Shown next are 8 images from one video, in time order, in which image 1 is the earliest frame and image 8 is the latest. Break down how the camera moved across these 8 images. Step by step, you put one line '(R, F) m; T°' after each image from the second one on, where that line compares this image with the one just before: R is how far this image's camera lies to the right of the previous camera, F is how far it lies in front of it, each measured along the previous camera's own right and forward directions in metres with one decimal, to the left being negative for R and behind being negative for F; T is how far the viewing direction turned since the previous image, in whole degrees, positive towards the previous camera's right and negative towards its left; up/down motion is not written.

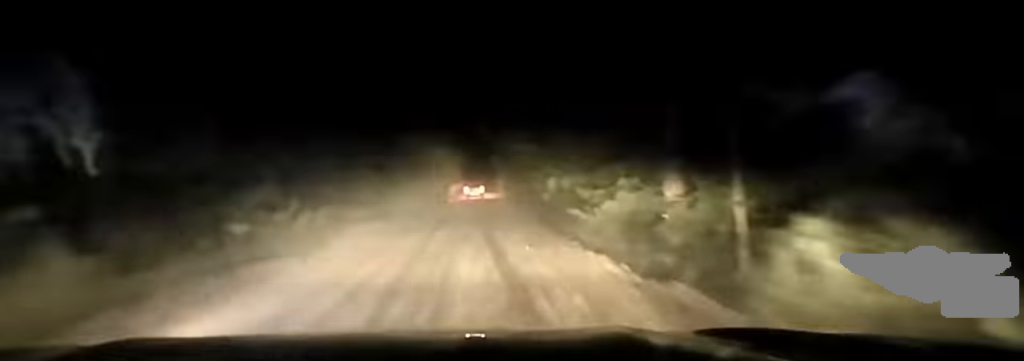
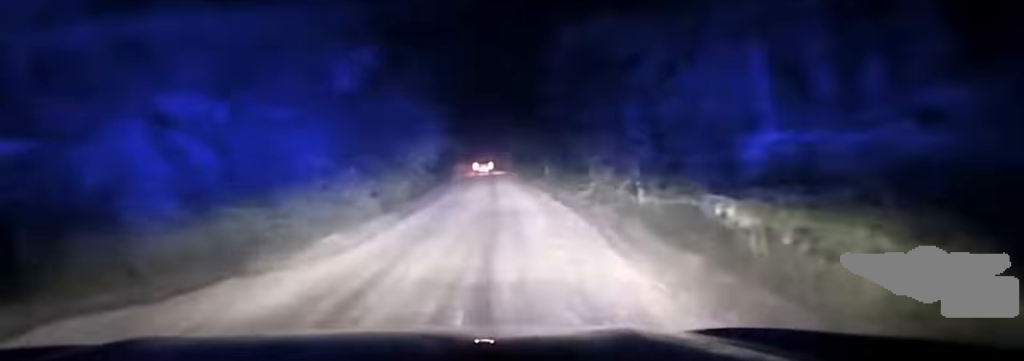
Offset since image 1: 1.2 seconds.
(+0.9, +29.3) m; -1°
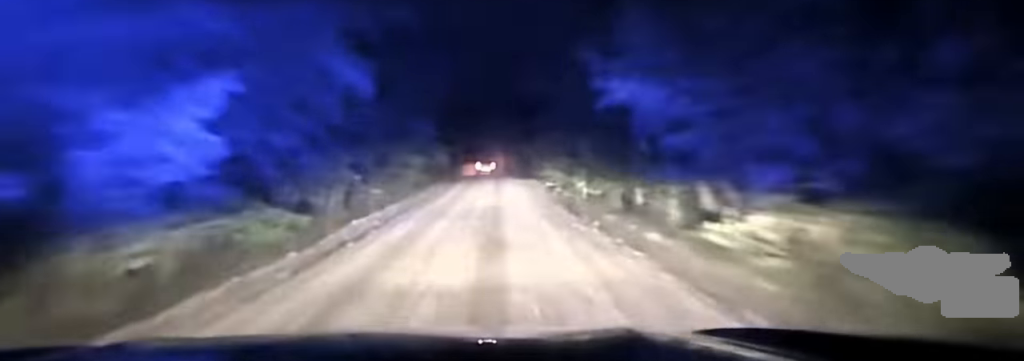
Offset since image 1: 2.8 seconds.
(-1.0, +41.7) m; -1°
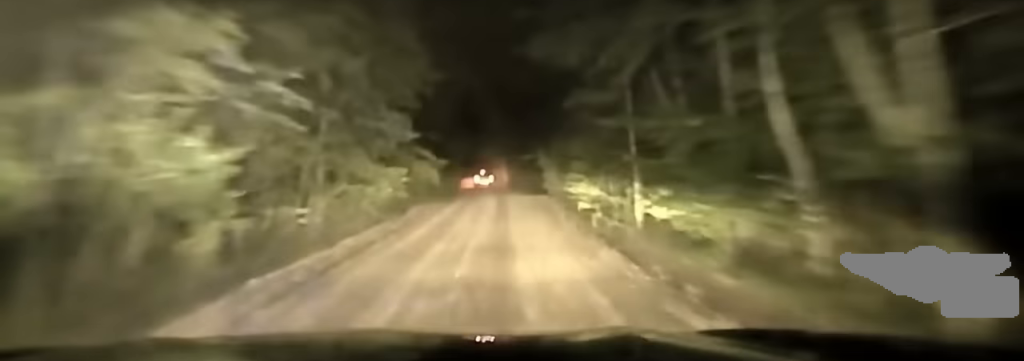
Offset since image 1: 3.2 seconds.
(+0.1, +12.2) m; 0°
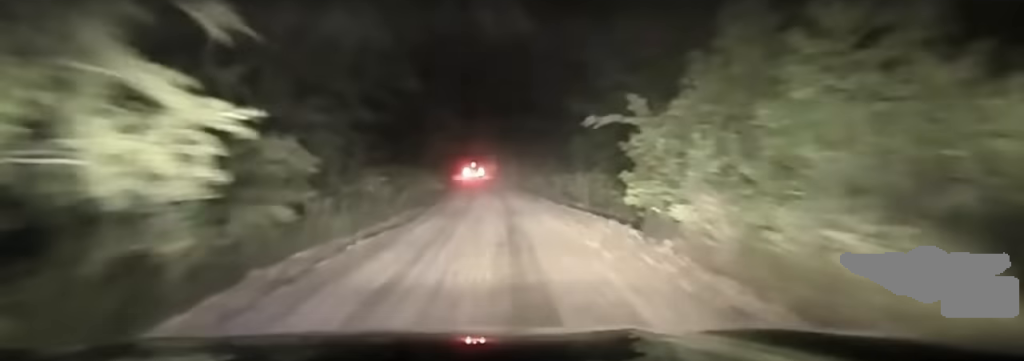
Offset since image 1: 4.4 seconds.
(-0.1, +30.8) m; 0°
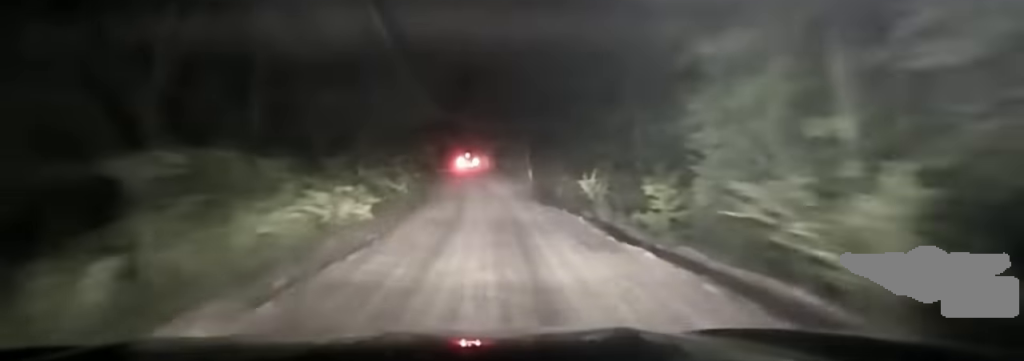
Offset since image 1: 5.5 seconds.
(-0.1, +28.6) m; -1°
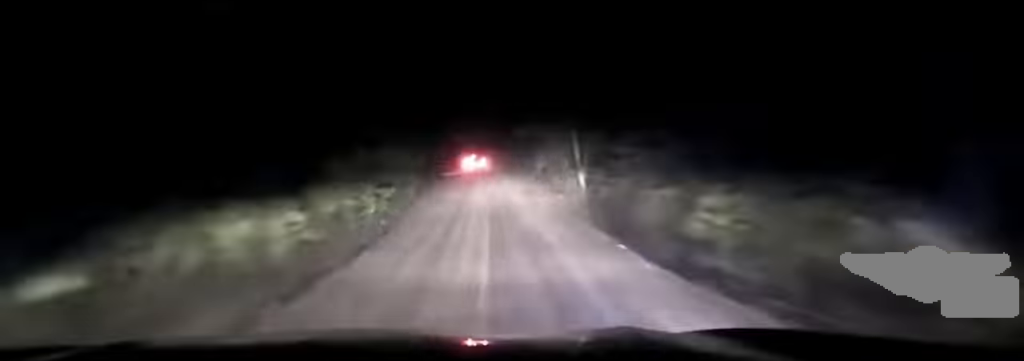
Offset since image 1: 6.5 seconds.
(-0.4, +24.4) m; -1°
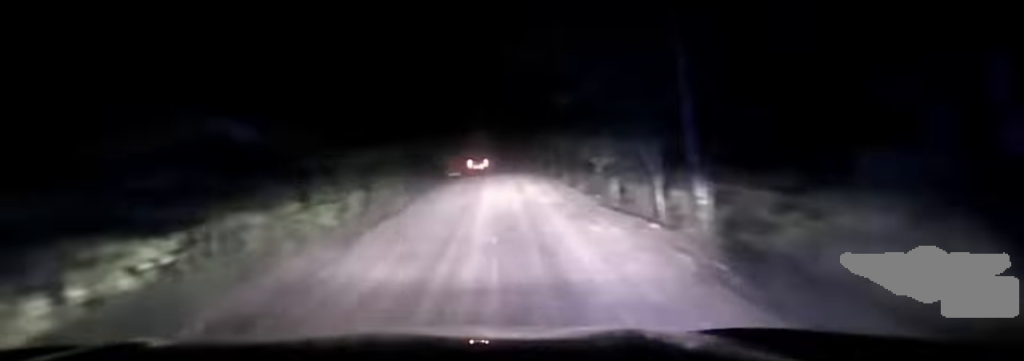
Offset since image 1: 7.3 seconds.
(-0.1, +18.7) m; -1°
